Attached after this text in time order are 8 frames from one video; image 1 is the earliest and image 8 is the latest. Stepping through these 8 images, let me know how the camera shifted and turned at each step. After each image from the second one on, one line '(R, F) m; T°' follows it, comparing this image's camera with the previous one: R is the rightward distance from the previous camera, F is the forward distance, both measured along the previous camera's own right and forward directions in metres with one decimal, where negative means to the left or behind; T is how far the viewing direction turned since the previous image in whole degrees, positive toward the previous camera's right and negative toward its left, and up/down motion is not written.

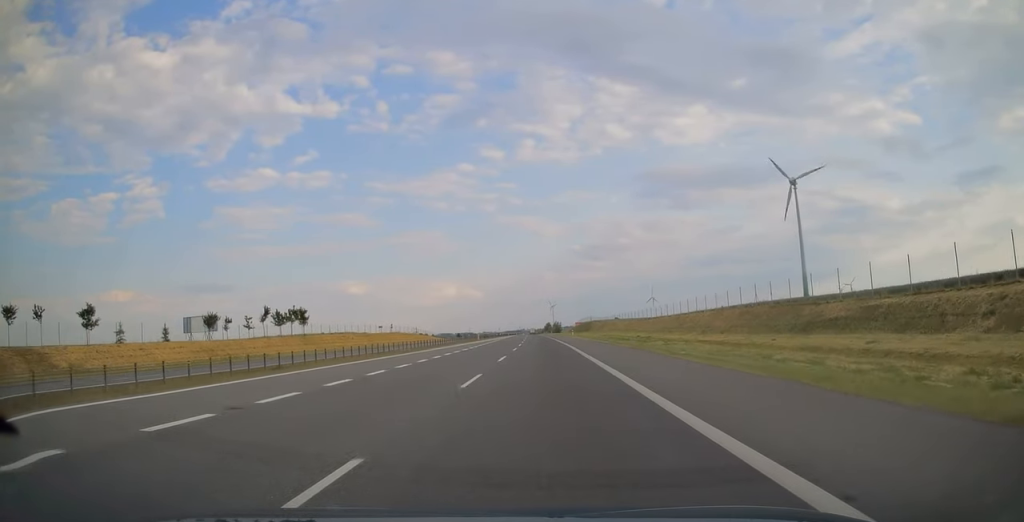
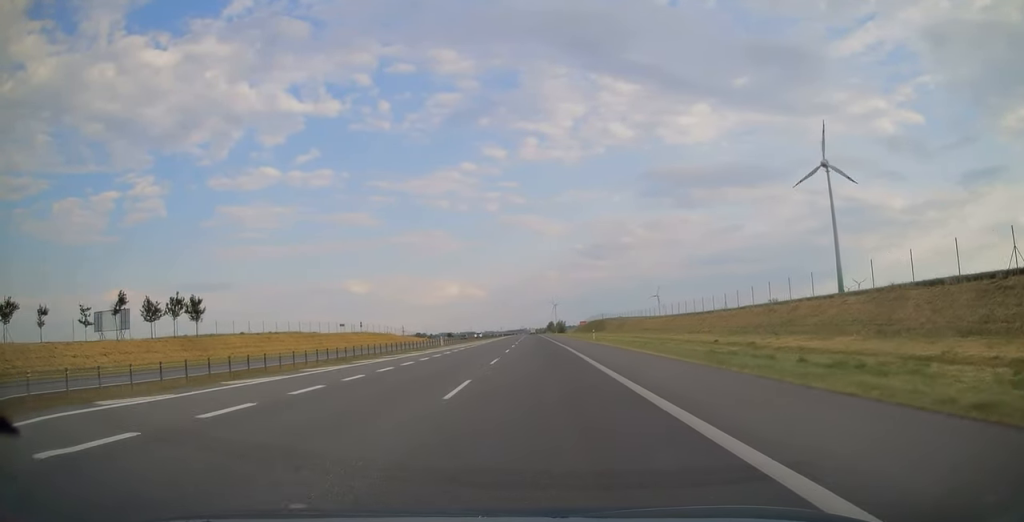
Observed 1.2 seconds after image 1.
(0.0, +38.0) m; 0°
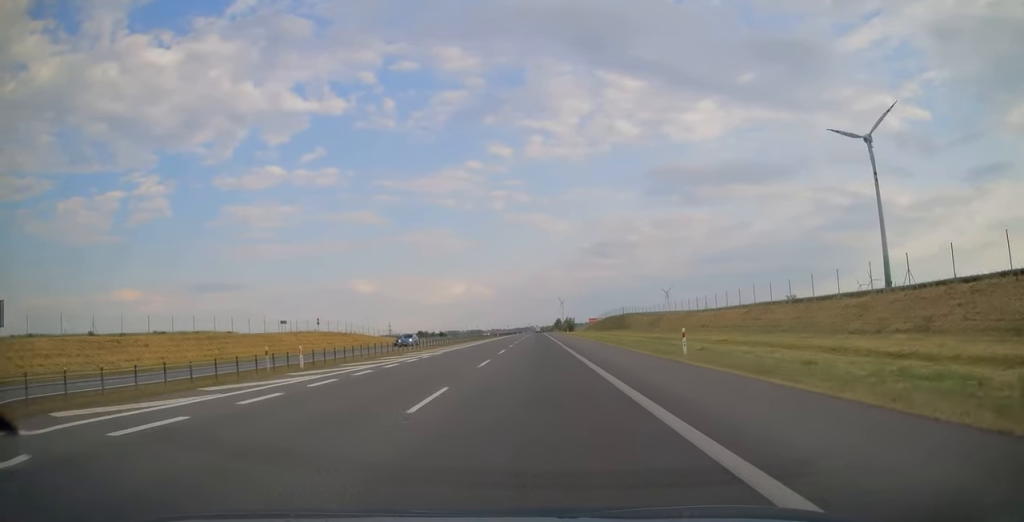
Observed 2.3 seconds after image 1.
(-0.1, +38.1) m; 0°
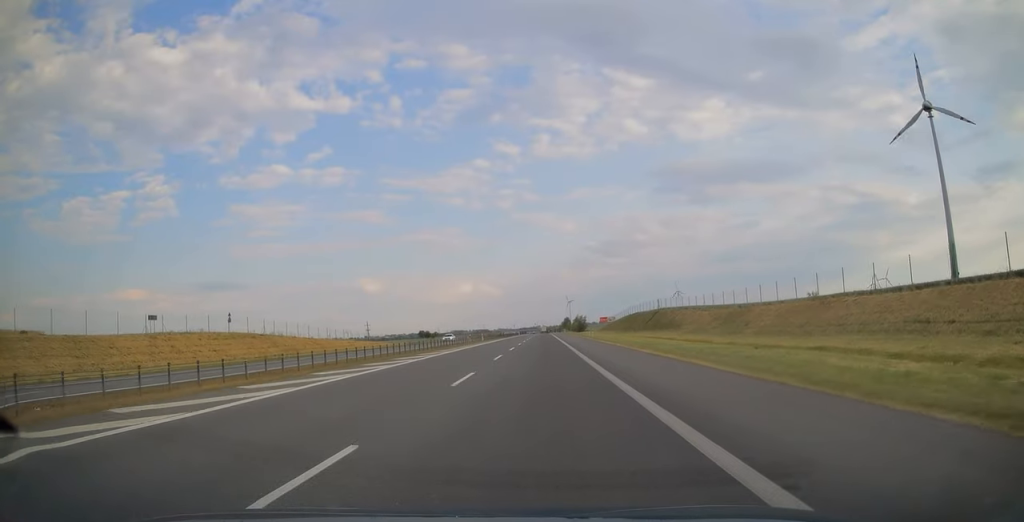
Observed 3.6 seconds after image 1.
(-0.2, +43.0) m; -1°
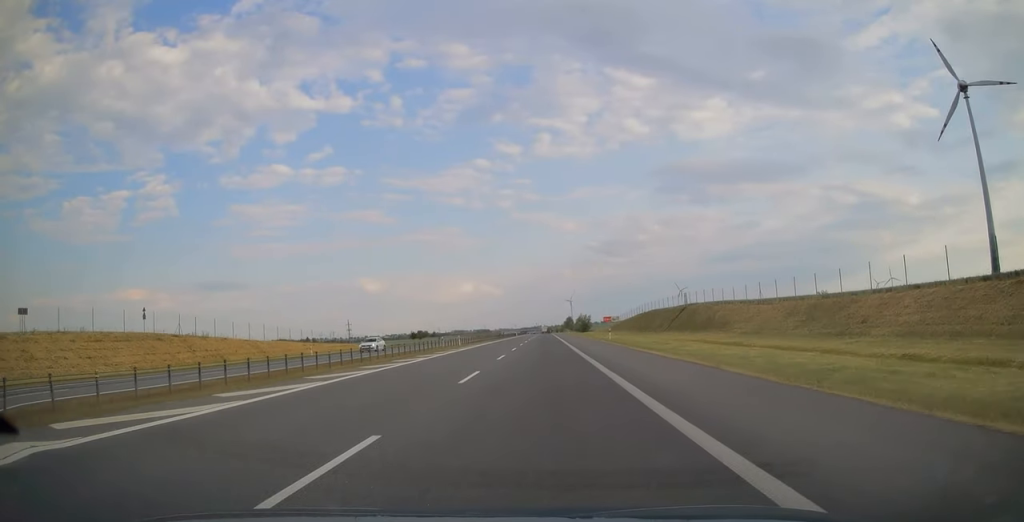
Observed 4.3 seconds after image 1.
(-0.1, +23.1) m; 0°
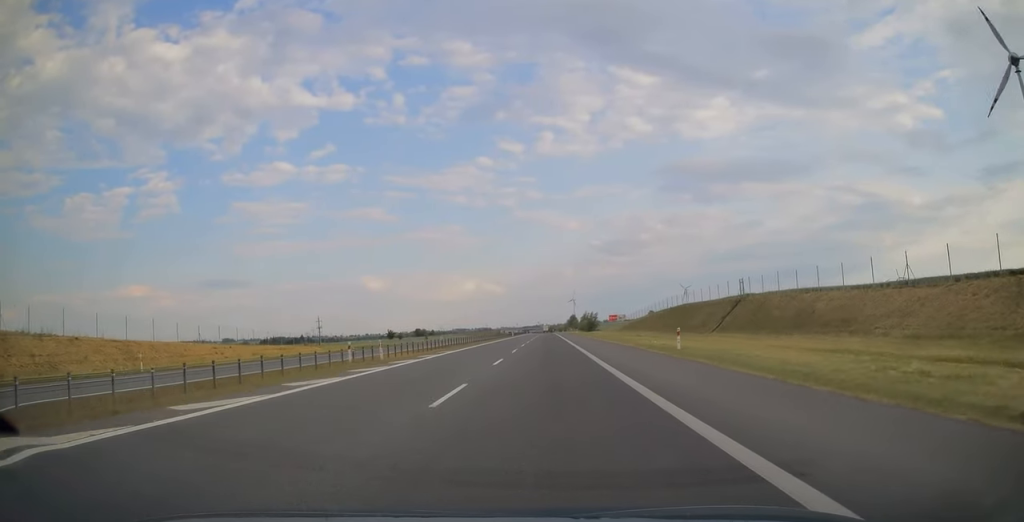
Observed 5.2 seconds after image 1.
(-0.1, +28.7) m; 0°
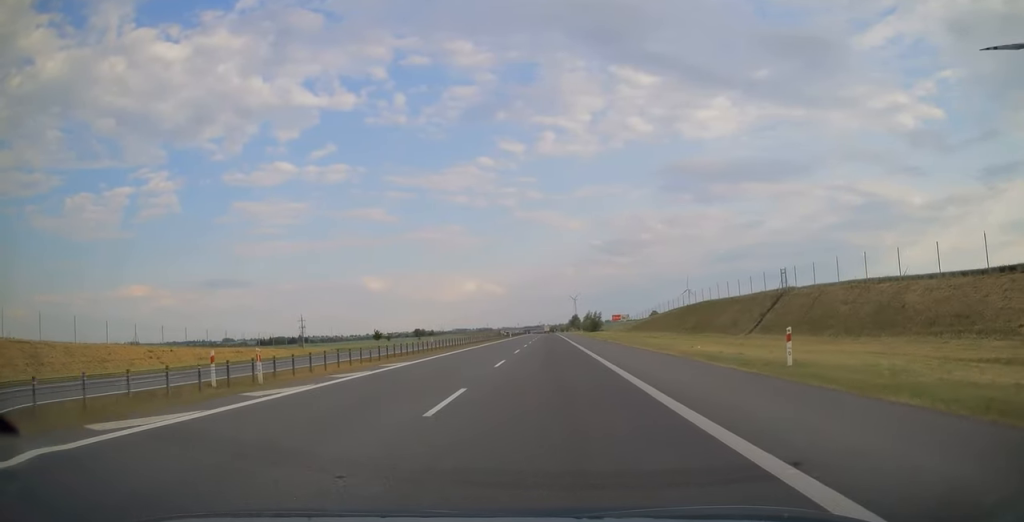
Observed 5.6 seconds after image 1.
(0.0, +13.2) m; 0°
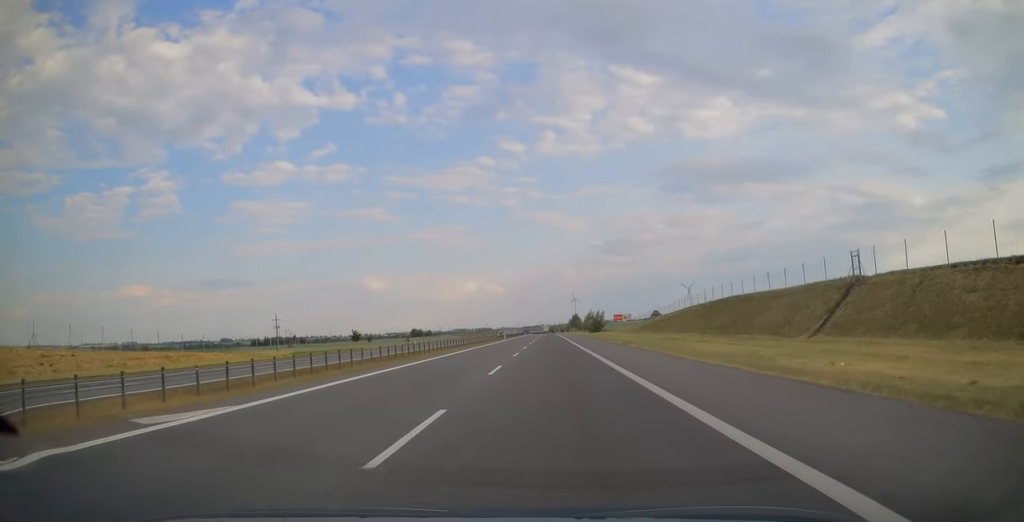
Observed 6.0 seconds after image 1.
(0.0, +15.4) m; 0°
